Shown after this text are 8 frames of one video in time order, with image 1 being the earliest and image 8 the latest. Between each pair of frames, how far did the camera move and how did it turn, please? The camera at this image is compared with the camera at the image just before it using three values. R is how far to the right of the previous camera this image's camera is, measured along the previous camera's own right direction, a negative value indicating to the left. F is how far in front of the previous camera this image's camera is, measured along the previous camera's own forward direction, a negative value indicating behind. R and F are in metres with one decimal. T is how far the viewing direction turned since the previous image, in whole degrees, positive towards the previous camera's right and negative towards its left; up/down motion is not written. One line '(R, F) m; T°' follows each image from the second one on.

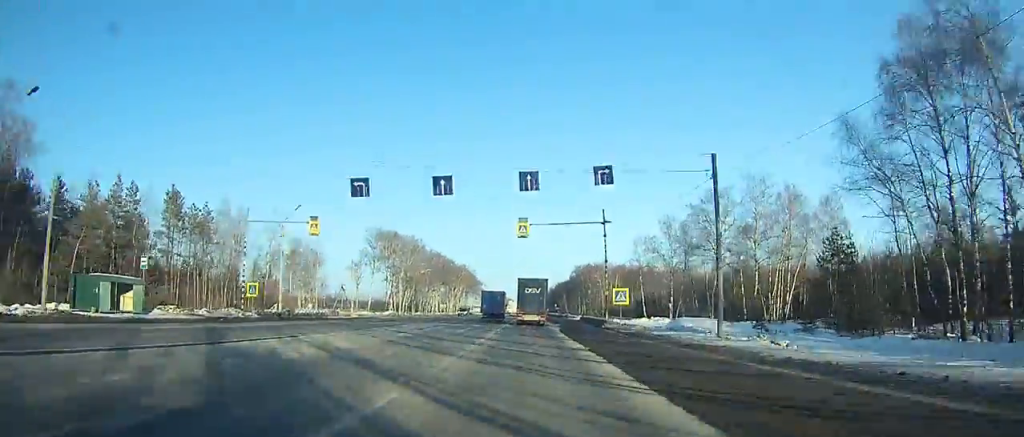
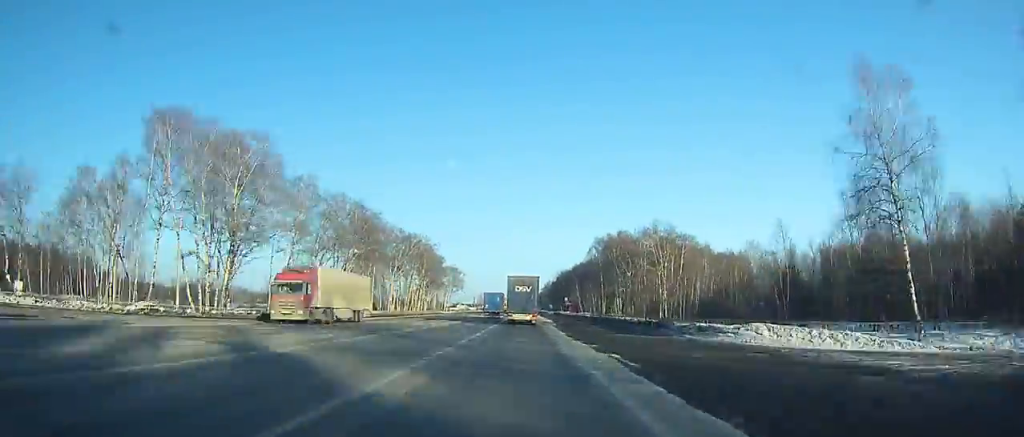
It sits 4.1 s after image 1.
(+0.4, +81.8) m; 0°
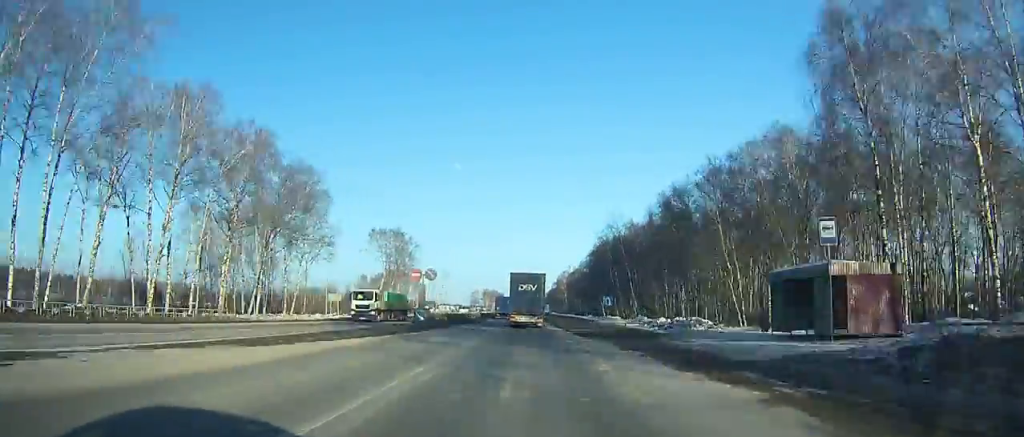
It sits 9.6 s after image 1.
(-0.7, +100.3) m; 0°
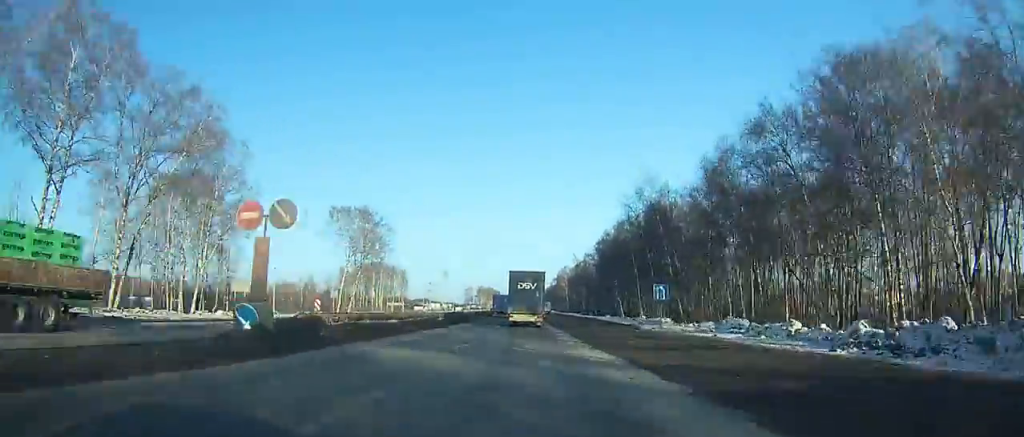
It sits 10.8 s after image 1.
(0.0, +23.0) m; 0°
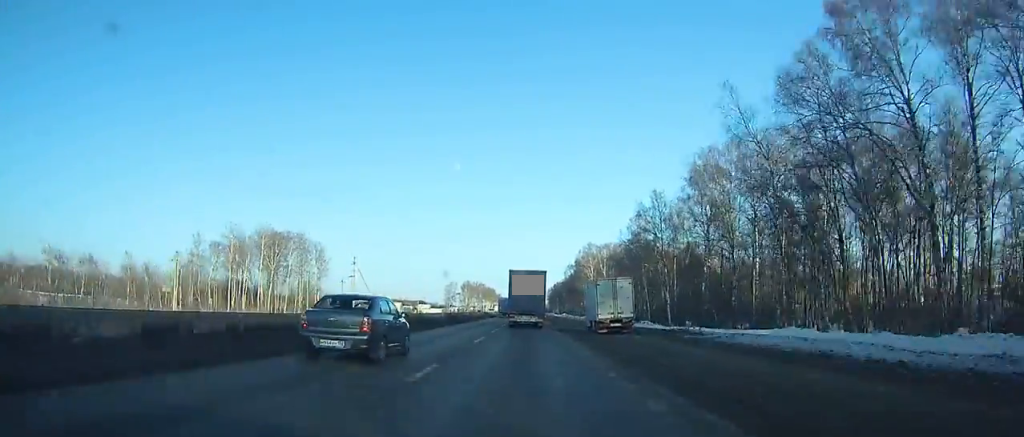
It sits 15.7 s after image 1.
(+0.6, +105.4) m; 0°
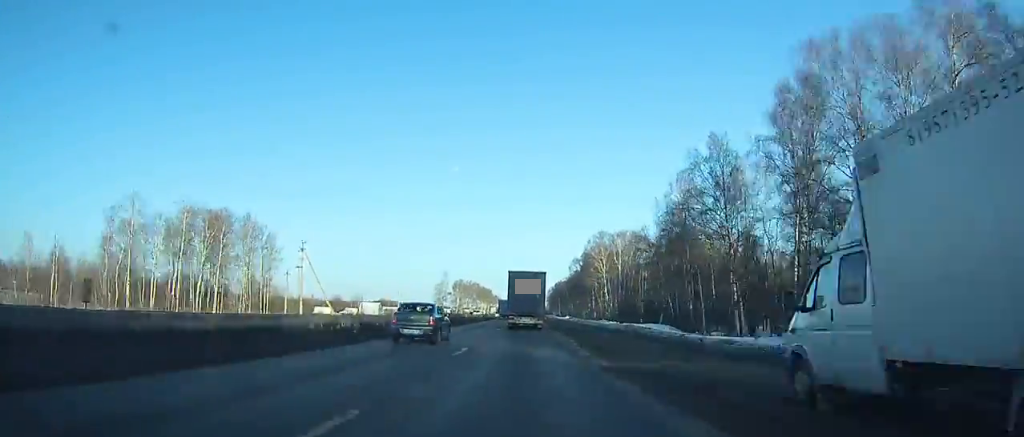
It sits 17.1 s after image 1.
(0.0, +31.2) m; 0°
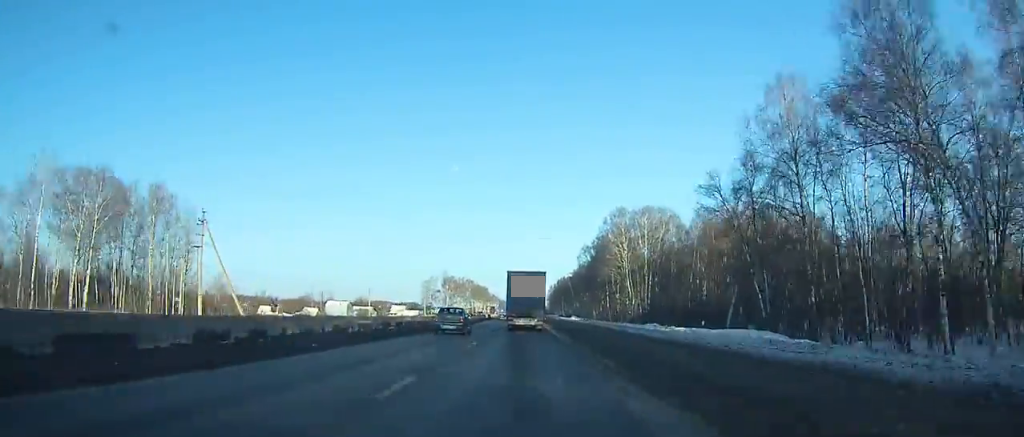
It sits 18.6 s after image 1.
(0.0, +33.0) m; 0°
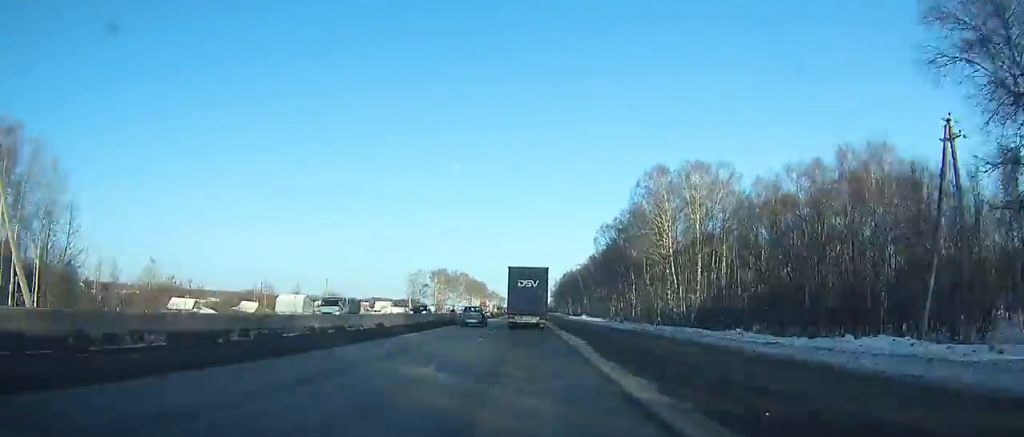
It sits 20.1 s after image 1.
(0.0, +32.3) m; 0°
